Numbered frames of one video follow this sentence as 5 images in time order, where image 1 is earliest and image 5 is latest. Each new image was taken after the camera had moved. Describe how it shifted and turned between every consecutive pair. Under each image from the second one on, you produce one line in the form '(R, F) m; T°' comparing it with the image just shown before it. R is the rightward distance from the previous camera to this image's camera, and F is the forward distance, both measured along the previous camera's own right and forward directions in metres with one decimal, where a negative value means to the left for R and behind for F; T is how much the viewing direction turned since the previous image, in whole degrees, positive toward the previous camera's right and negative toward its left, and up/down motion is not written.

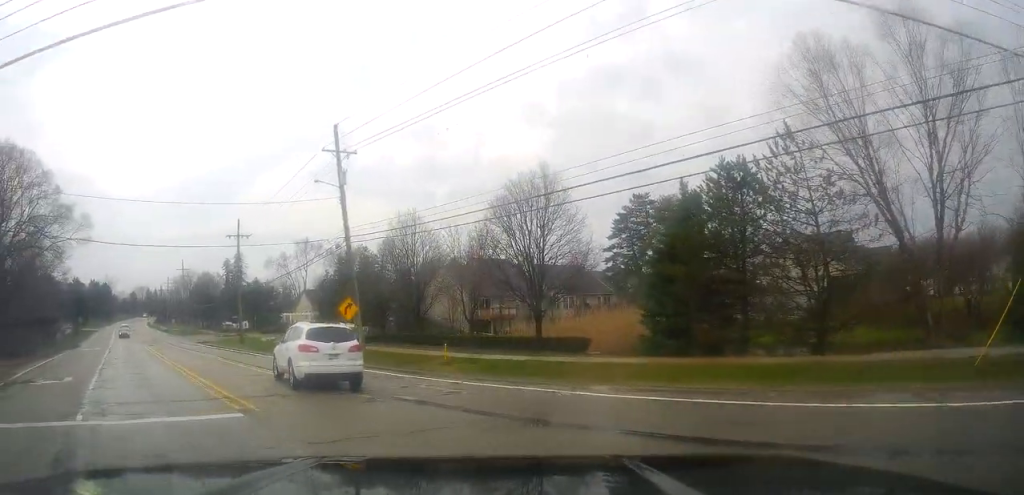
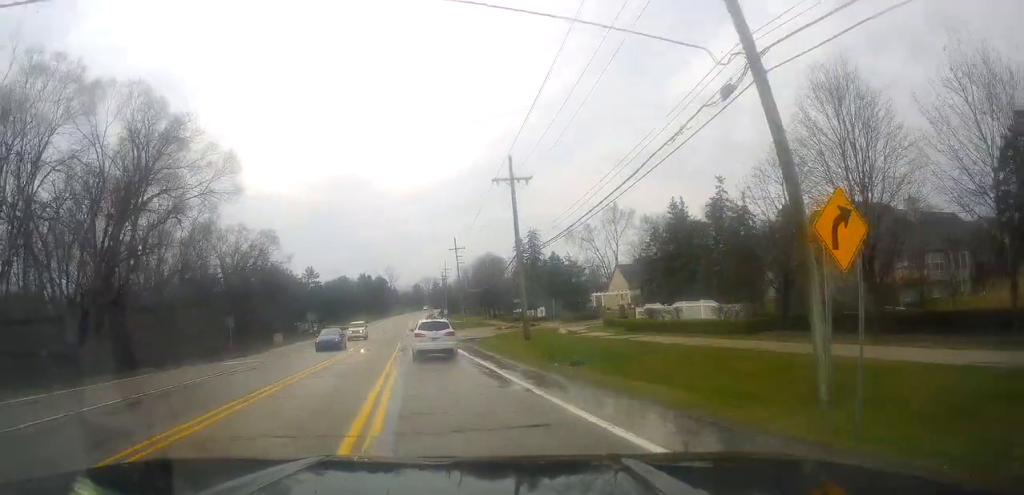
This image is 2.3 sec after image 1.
(-6.2, +21.8) m; -25°
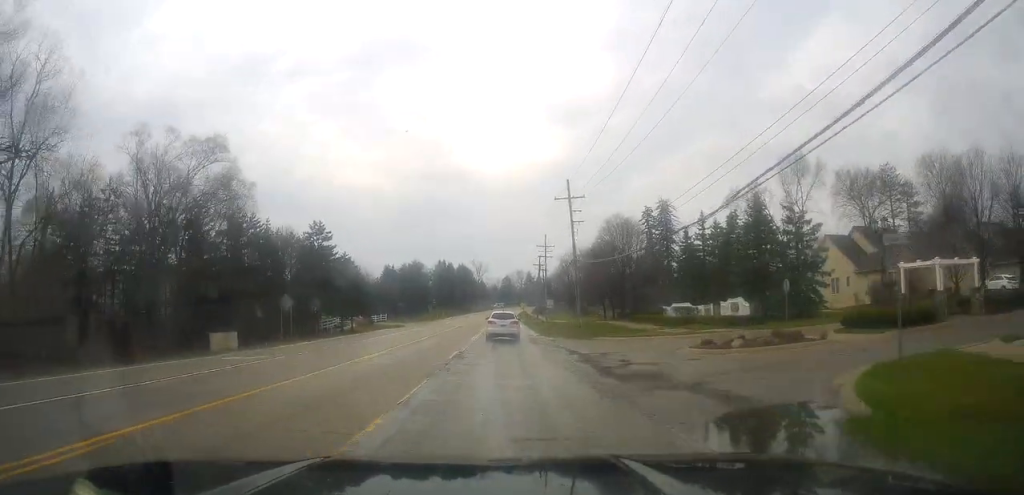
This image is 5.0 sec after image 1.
(-7.4, +38.2) m; -13°
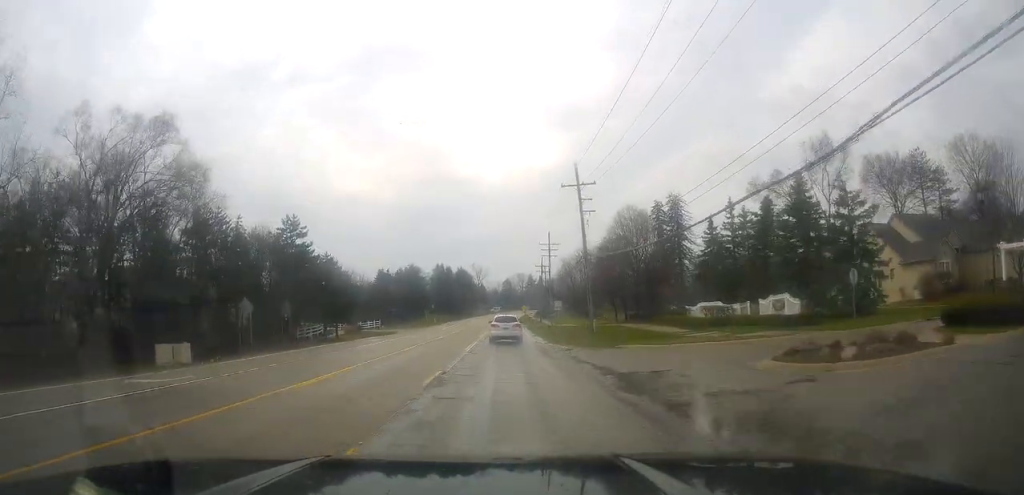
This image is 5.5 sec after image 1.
(+0.1, +7.6) m; 0°
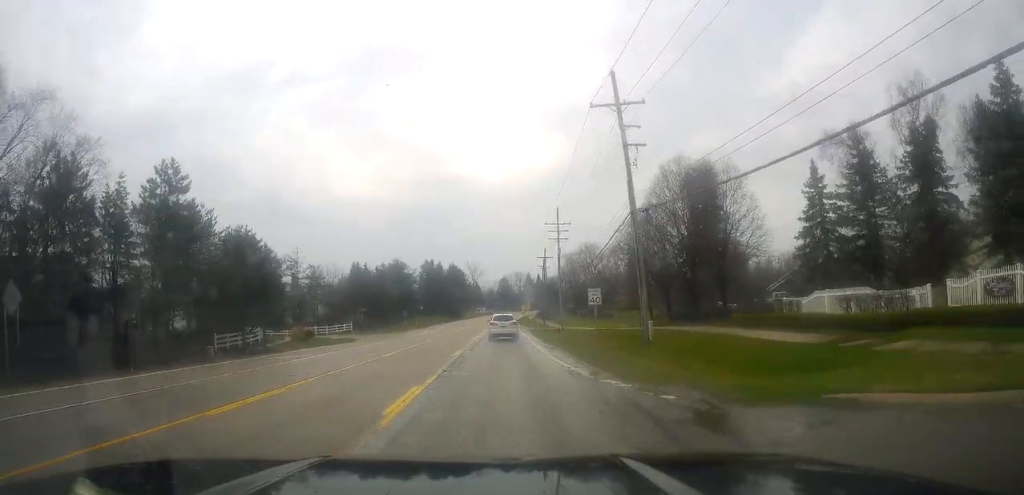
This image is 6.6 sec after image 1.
(+0.4, +20.3) m; 0°
